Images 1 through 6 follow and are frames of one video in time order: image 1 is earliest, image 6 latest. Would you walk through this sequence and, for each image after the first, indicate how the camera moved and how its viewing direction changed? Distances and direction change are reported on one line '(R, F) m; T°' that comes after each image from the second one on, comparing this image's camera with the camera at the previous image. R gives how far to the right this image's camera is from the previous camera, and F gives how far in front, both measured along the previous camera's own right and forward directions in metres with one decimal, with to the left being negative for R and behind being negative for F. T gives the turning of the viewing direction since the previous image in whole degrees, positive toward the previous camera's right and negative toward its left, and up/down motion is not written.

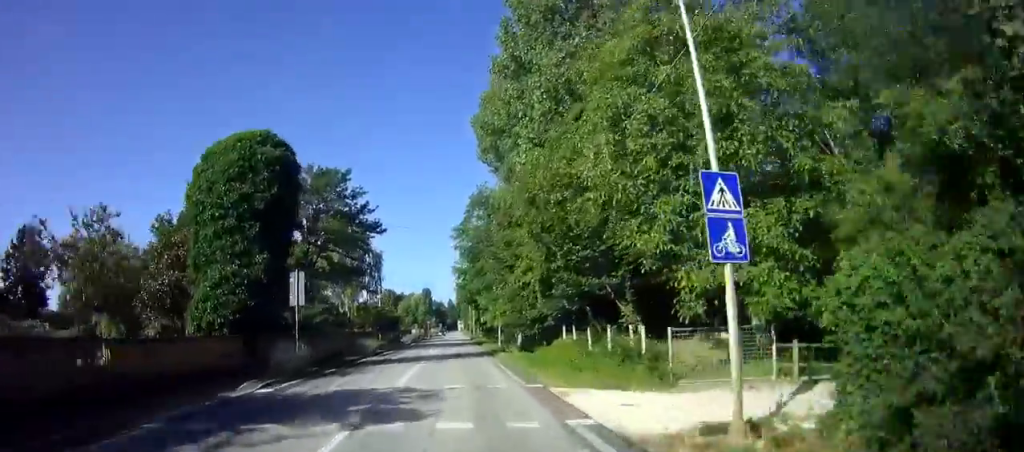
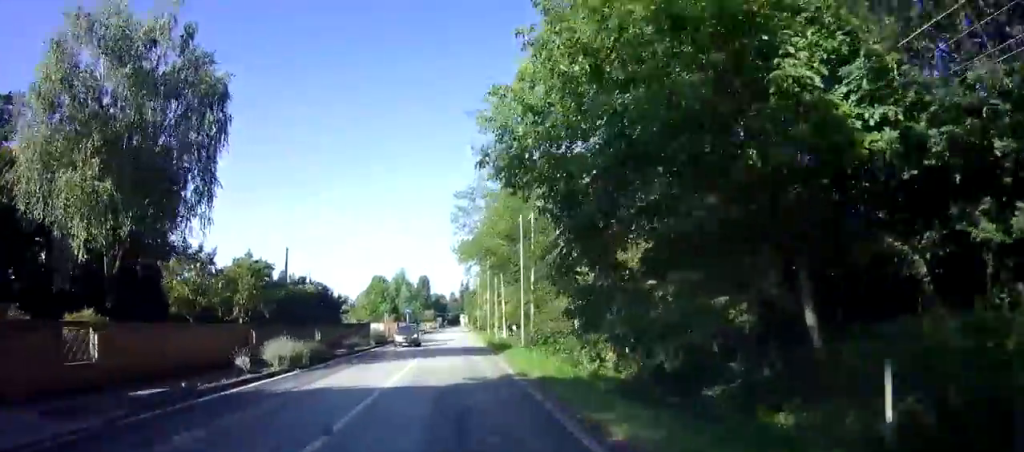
(-1.0, +44.8) m; -2°
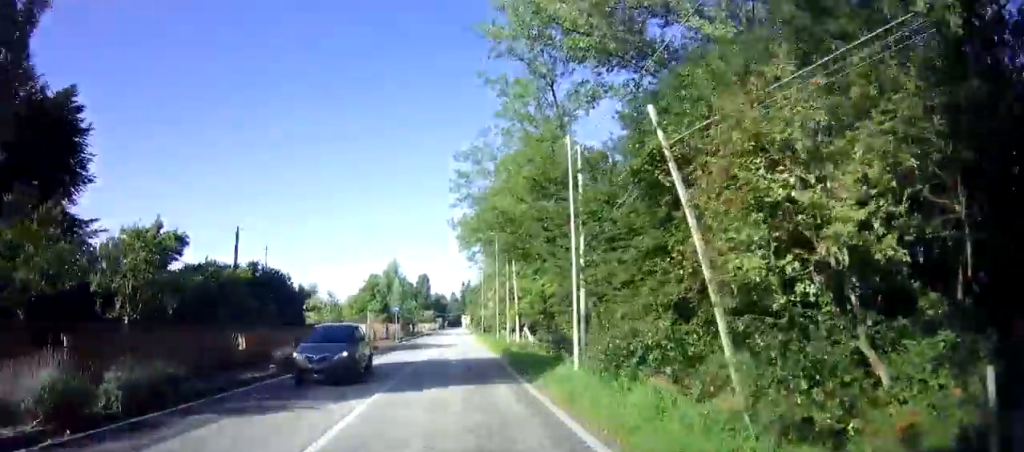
(0.0, +12.1) m; 0°
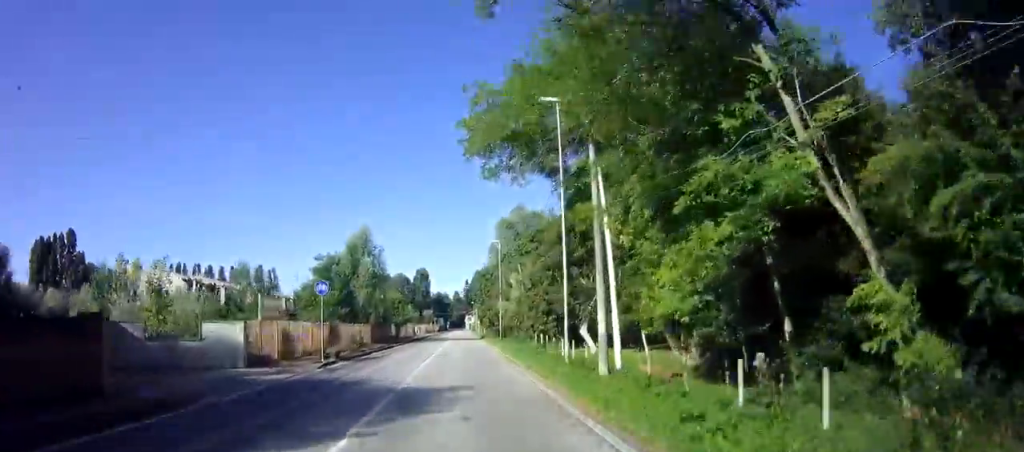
(+0.1, +26.7) m; 0°
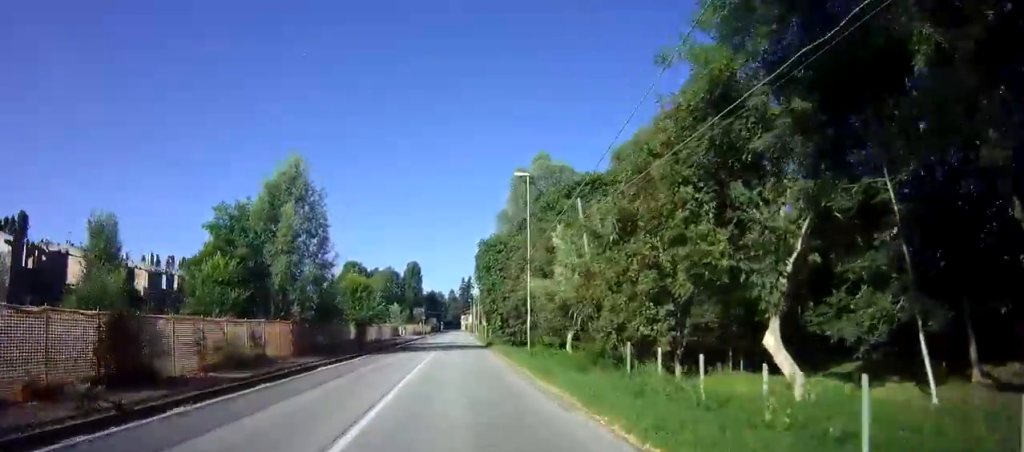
(0.0, +21.0) m; +1°
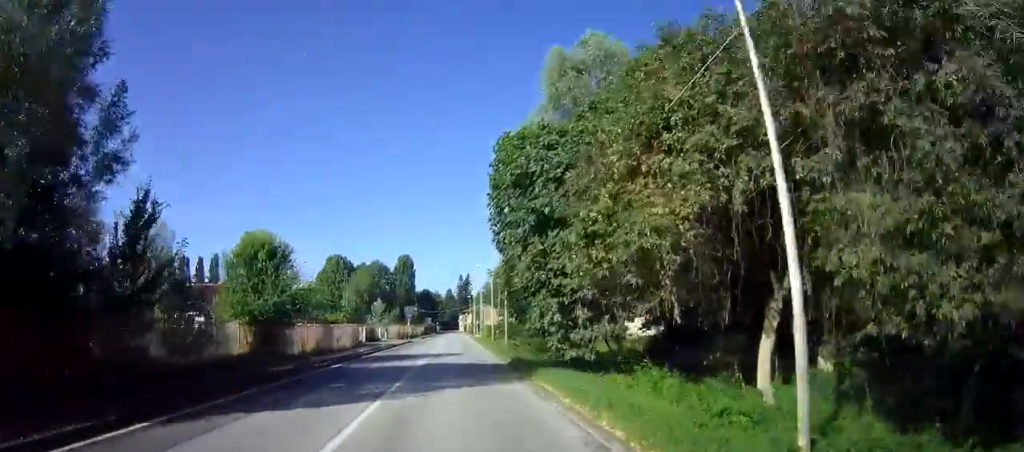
(+0.3, +20.9) m; +1°
